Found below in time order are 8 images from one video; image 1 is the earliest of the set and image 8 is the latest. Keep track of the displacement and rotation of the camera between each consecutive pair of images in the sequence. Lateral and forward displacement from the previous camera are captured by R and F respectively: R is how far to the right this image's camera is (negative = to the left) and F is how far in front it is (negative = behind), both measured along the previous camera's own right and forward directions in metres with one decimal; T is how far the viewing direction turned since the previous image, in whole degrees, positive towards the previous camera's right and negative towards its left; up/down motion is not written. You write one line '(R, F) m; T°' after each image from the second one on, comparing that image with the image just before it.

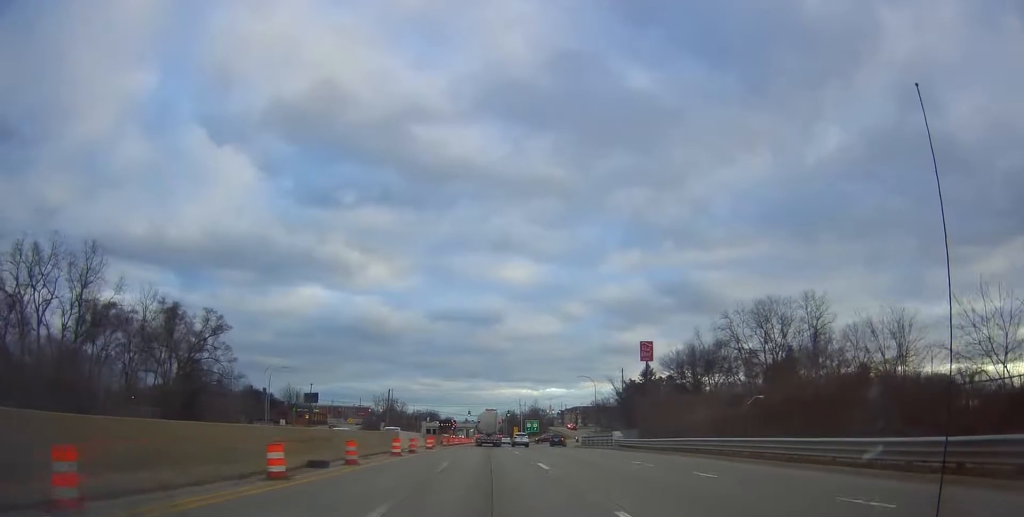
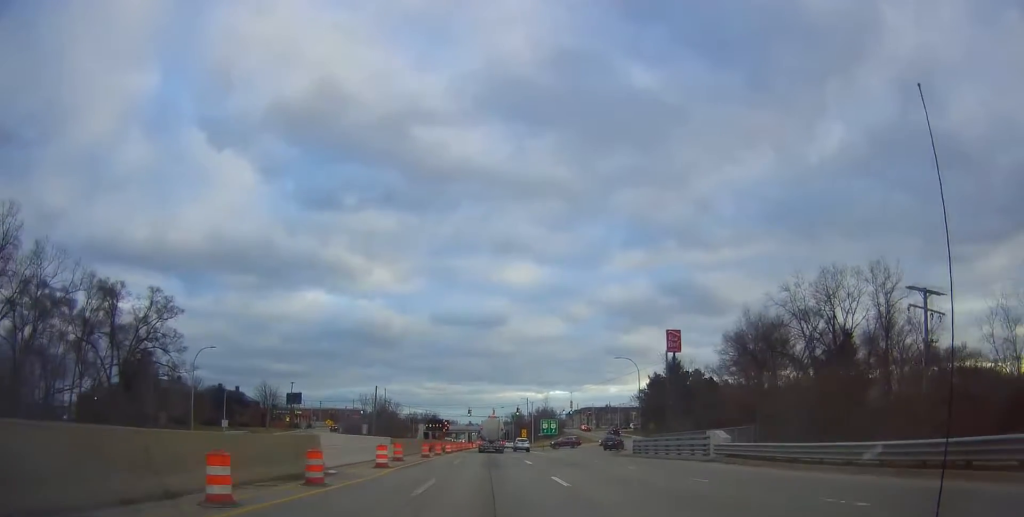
(-0.4, +22.1) m; 0°
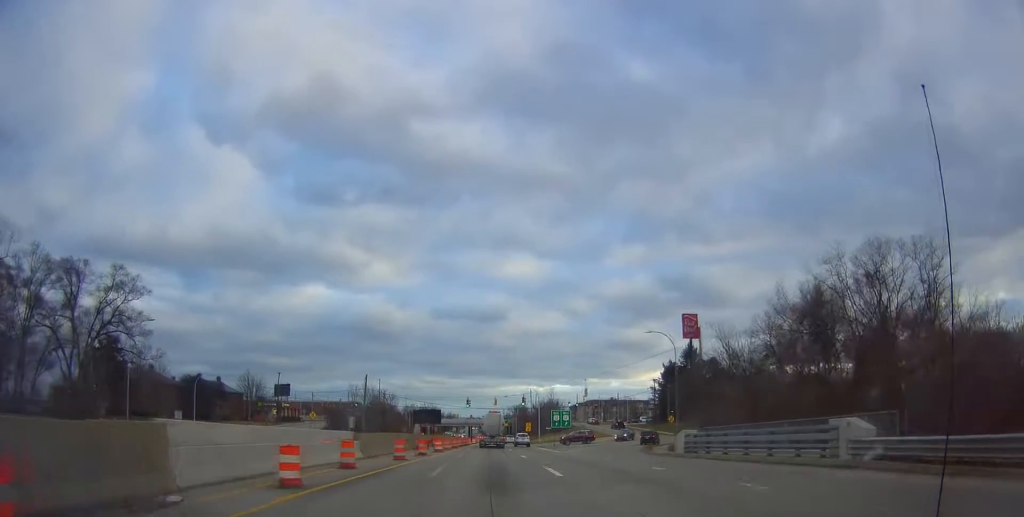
(+0.2, +11.7) m; +1°
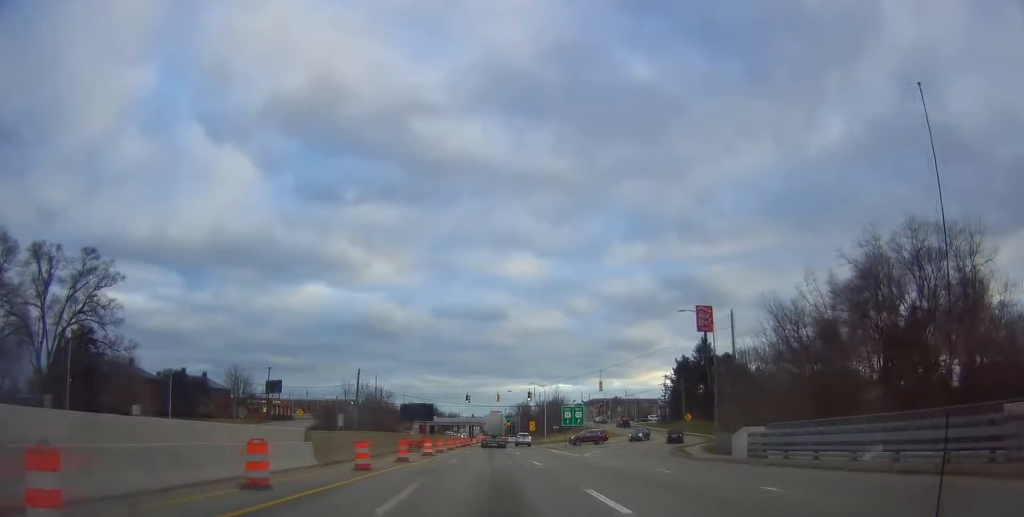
(+0.1, +8.2) m; 0°
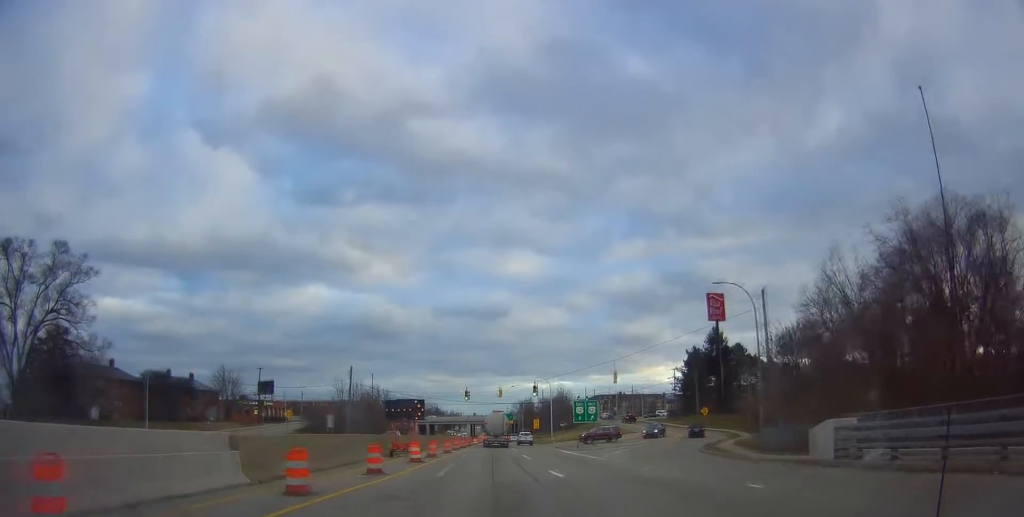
(-0.1, +6.8) m; -1°
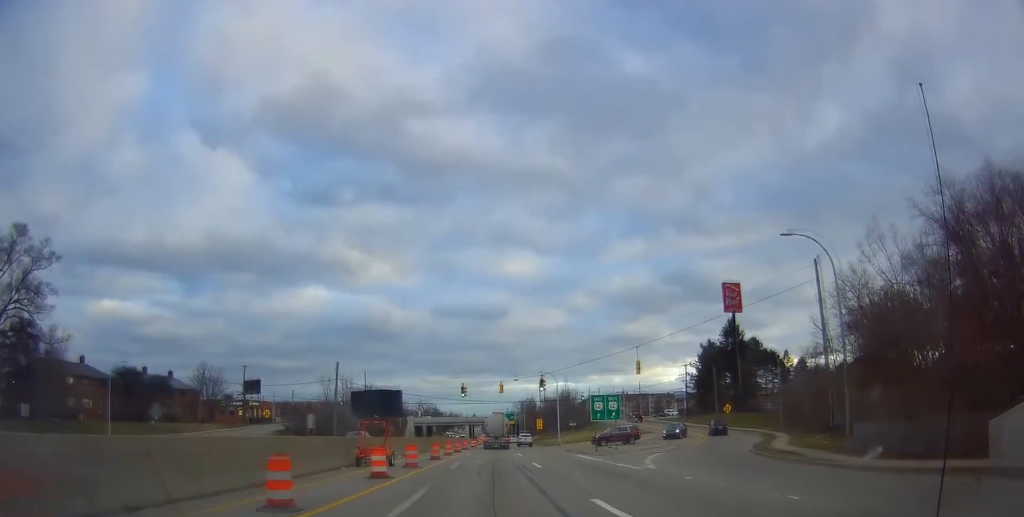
(0.0, +8.9) m; -1°
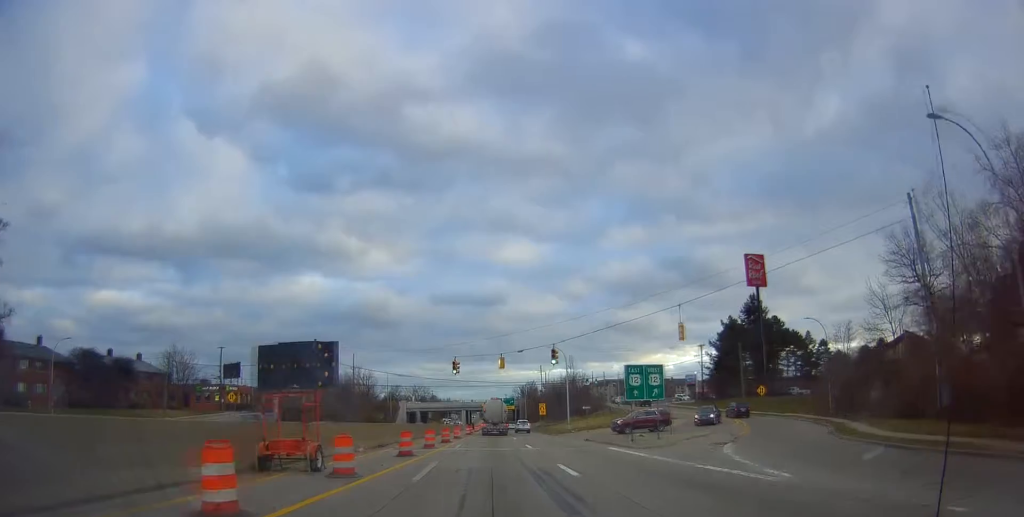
(-0.3, +11.4) m; 0°
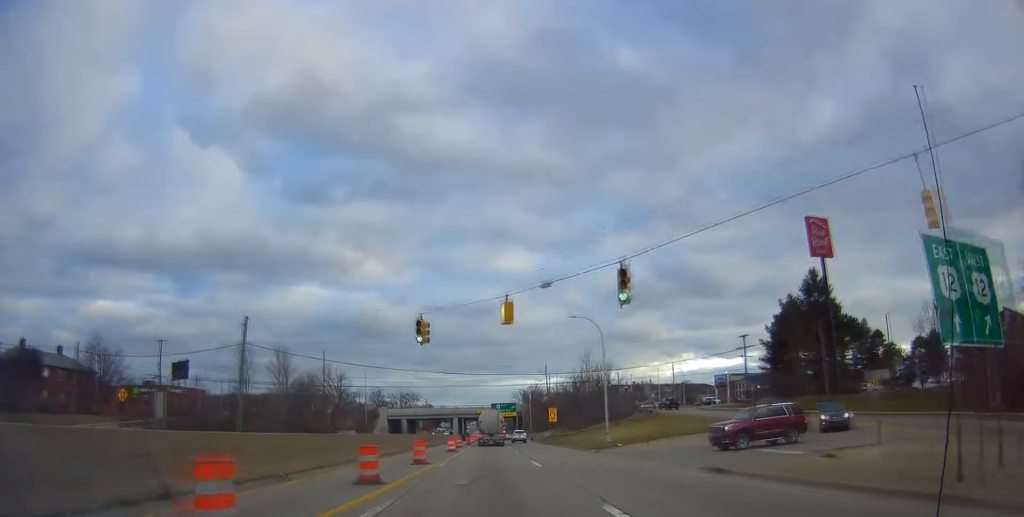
(+0.6, +23.7) m; +3°
